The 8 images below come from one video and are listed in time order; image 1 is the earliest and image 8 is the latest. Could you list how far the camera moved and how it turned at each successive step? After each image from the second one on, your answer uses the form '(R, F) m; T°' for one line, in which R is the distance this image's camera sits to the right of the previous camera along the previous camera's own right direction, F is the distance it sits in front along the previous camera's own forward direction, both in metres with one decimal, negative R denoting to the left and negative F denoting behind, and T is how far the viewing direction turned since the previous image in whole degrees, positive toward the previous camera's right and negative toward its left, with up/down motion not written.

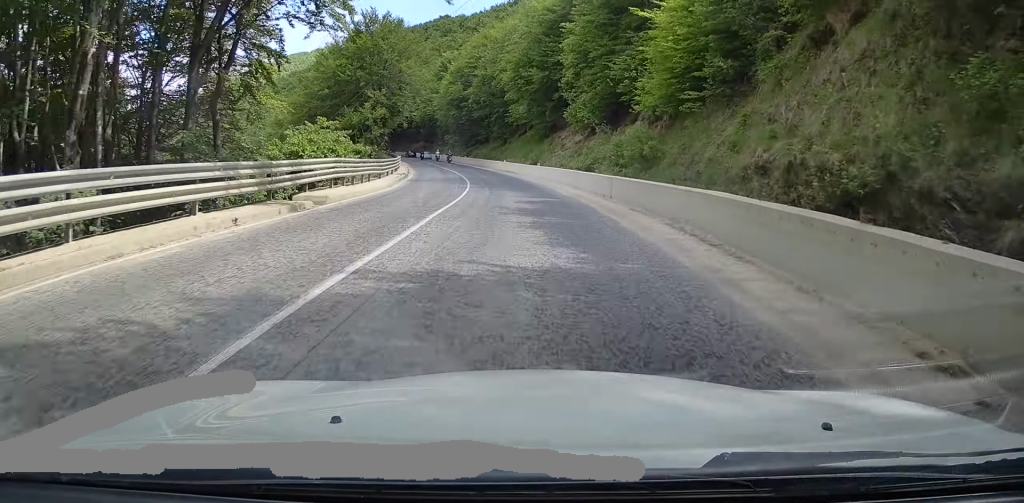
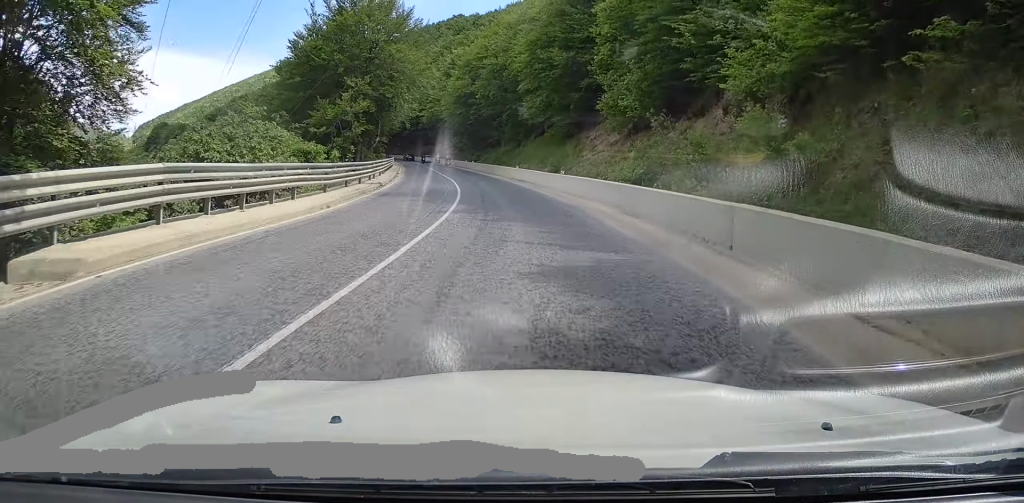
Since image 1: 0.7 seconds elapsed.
(-0.2, +11.6) m; -2°
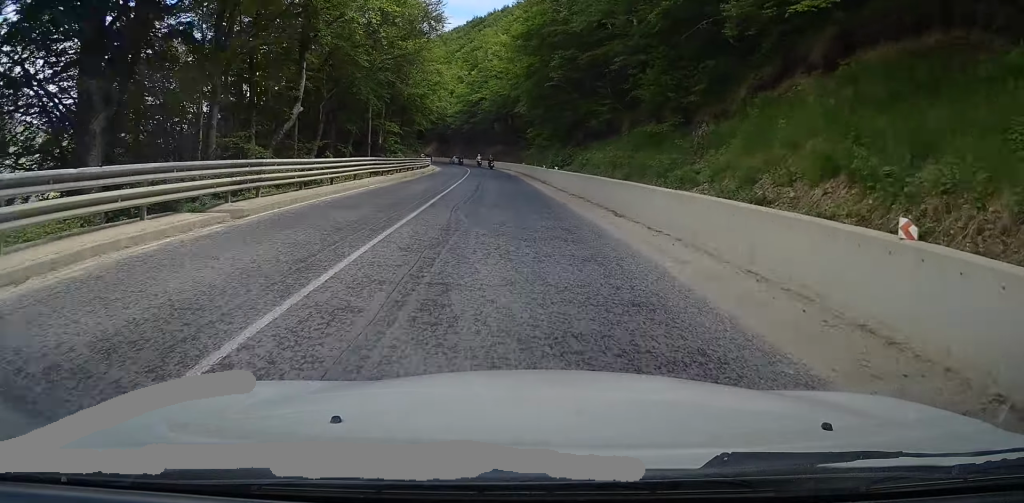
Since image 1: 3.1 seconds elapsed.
(-1.6, +40.7) m; -5°
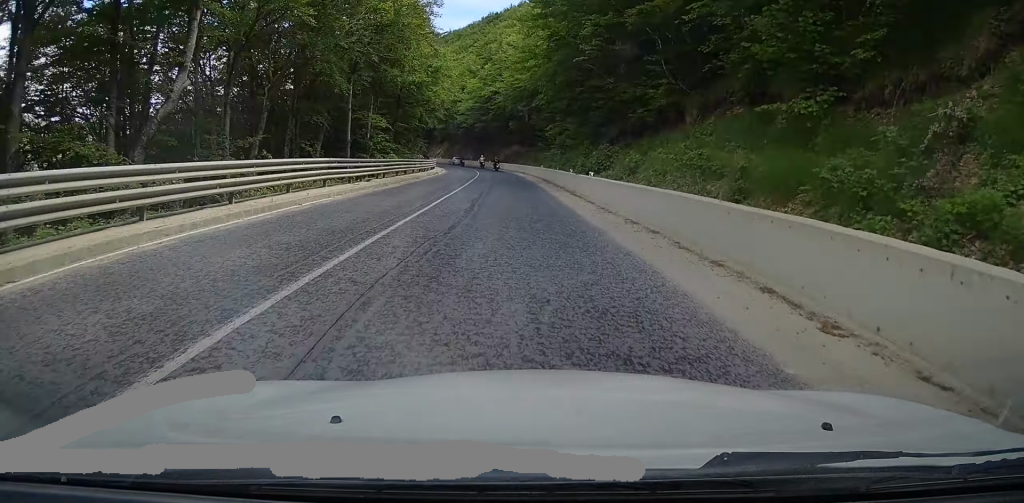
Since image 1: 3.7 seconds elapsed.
(-0.1, +9.3) m; -2°
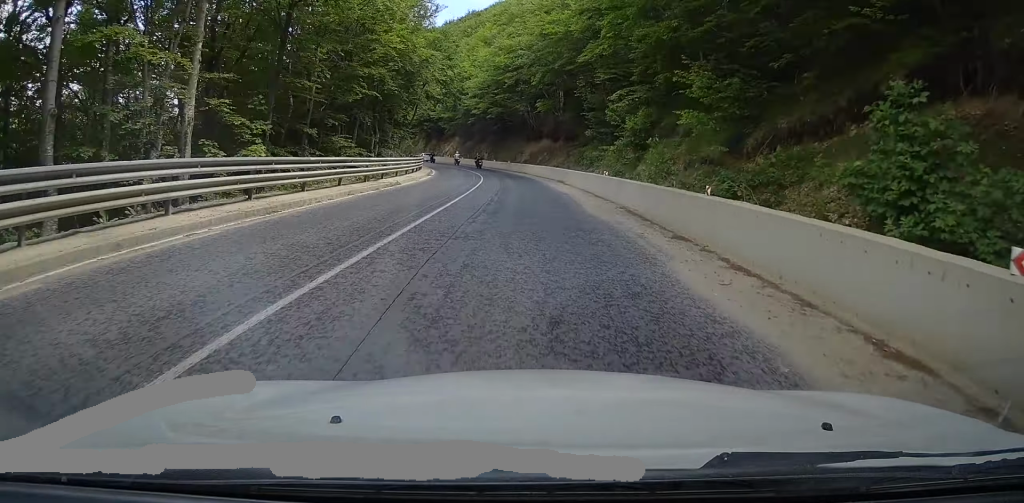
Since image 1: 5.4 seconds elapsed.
(-1.4, +25.7) m; -4°
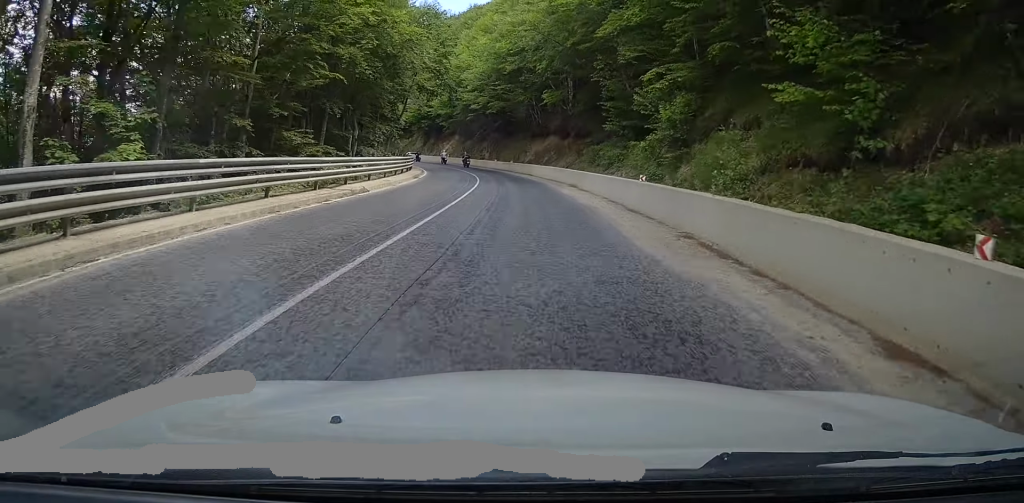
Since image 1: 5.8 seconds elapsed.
(+0.2, +6.7) m; 0°
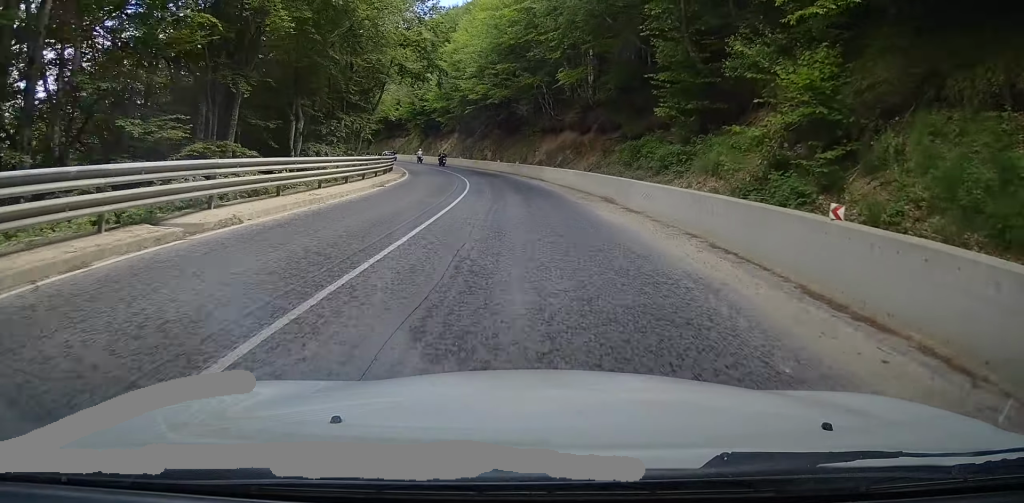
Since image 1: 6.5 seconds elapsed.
(+0.1, +10.7) m; 0°
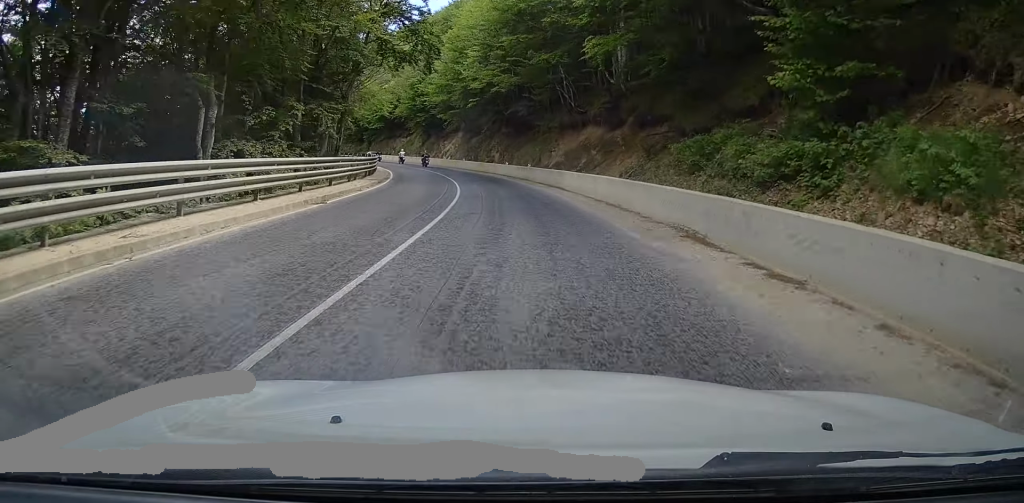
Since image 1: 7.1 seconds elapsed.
(0.0, +8.7) m; -2°
